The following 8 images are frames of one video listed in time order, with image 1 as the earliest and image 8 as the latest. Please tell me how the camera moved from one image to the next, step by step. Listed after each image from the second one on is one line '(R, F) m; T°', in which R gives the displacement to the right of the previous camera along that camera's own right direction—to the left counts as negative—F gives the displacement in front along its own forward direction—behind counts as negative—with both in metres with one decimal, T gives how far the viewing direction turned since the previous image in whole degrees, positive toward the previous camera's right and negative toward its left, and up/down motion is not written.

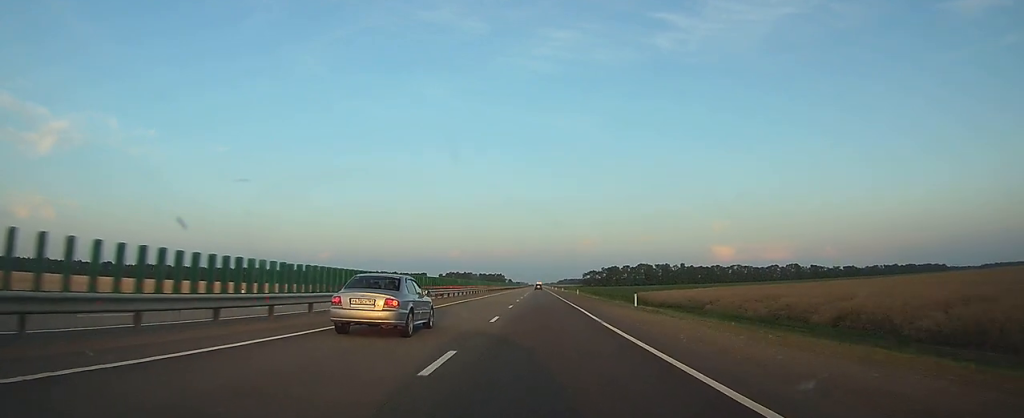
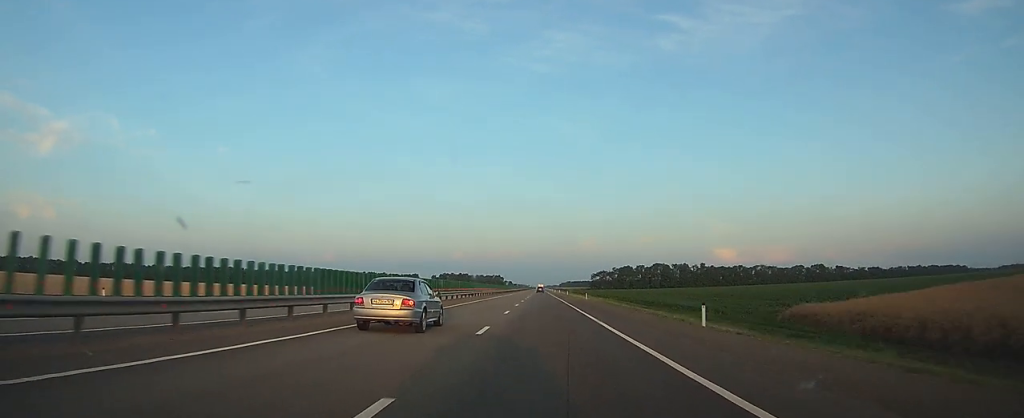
(-0.2, +64.1) m; 0°
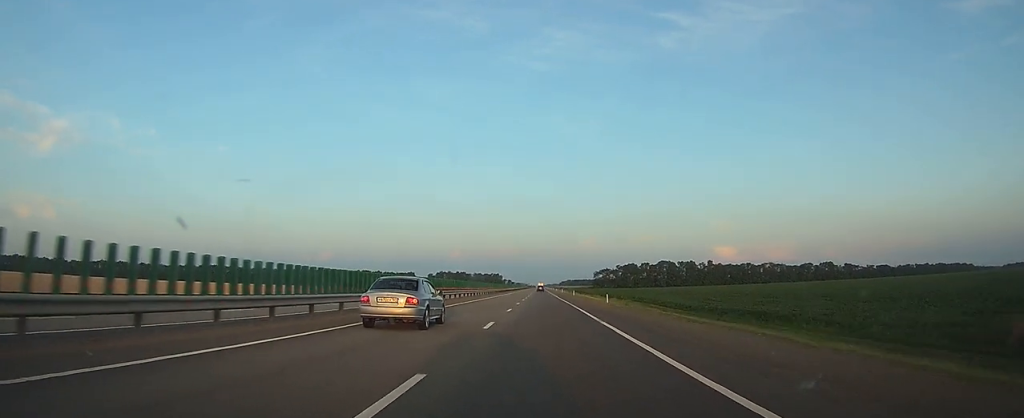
(0.0, +22.2) m; 0°
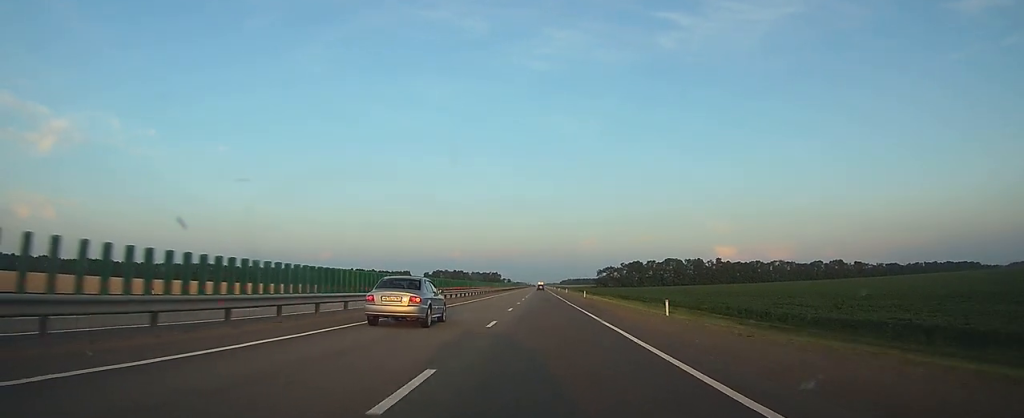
(0.0, +23.4) m; 0°
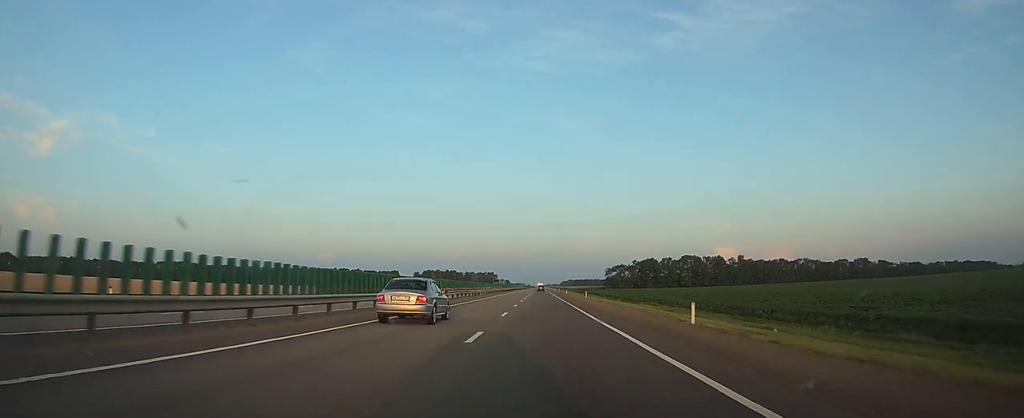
(0.0, +52.5) m; 0°
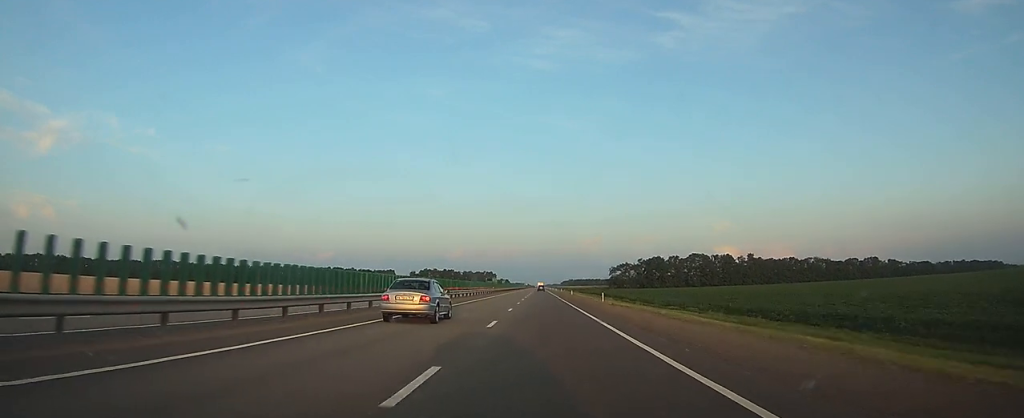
(0.0, +18.7) m; 0°
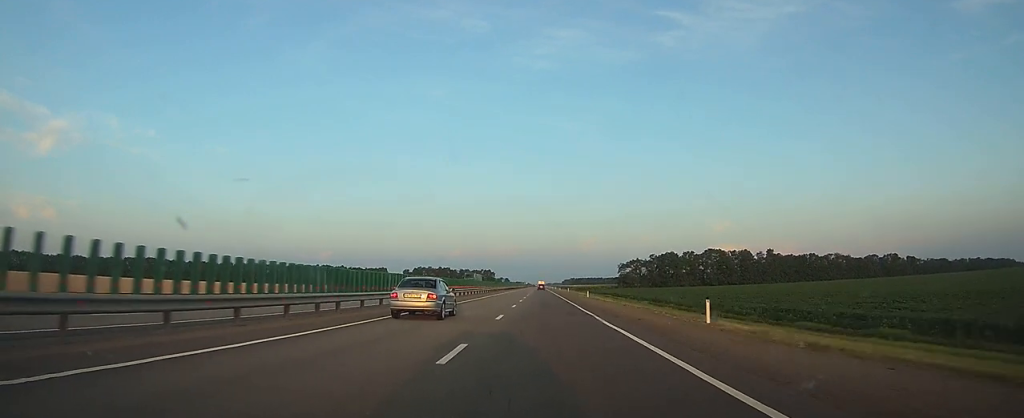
(-0.1, +32.7) m; 0°
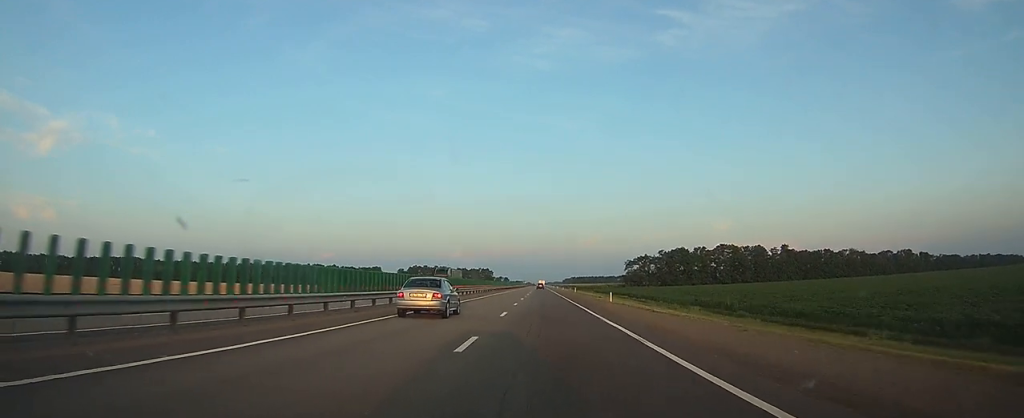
(0.0, +22.2) m; 0°
